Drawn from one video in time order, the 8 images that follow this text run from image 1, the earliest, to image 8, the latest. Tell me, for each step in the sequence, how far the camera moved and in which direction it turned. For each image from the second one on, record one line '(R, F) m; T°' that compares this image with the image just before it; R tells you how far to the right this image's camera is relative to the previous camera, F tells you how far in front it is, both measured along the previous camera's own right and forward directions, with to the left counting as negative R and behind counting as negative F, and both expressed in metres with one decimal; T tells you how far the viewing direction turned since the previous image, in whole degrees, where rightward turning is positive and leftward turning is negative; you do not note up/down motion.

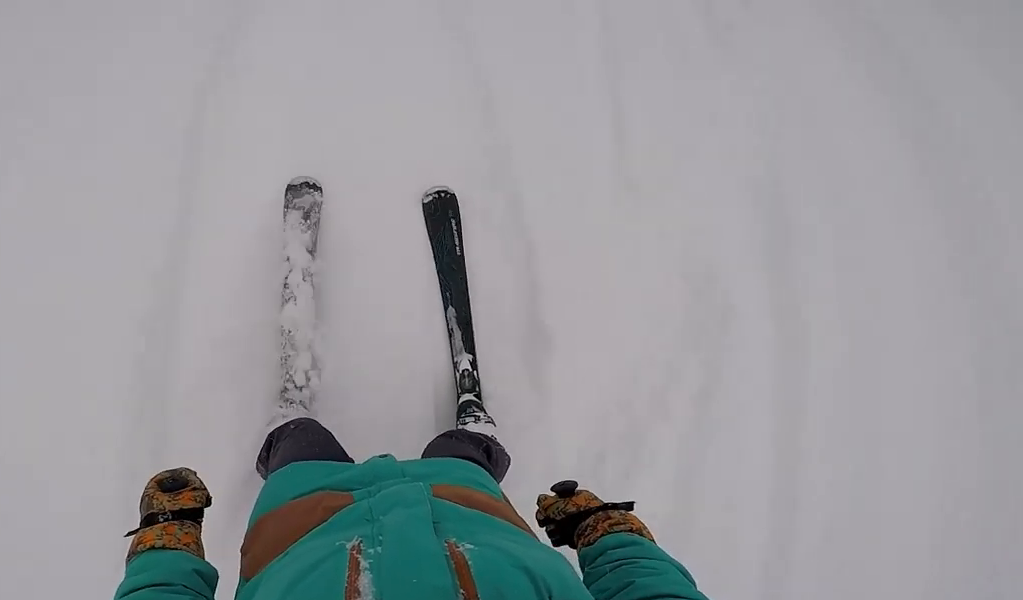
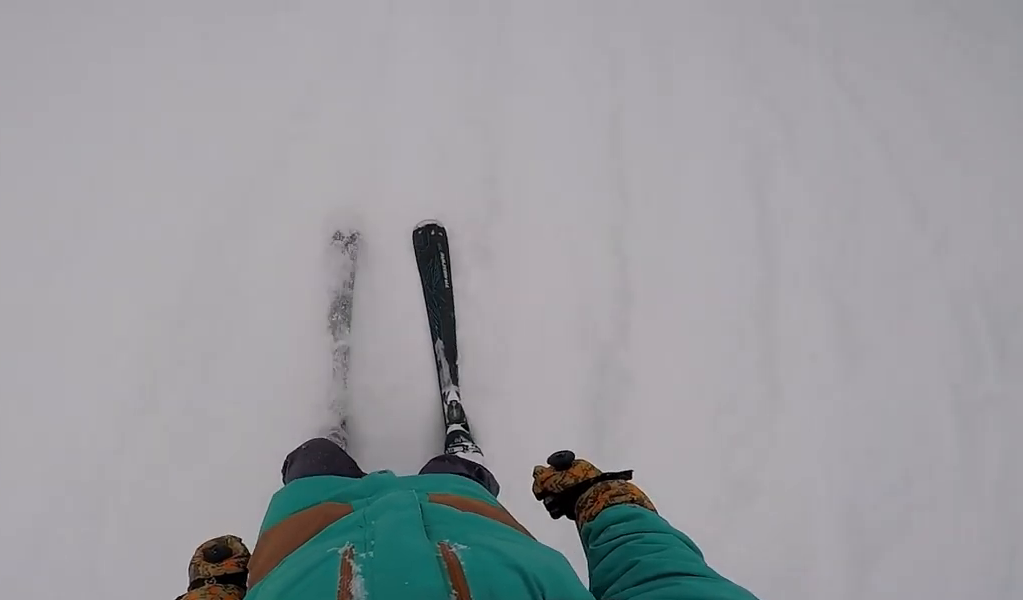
(-1.1, +6.7) m; -4°
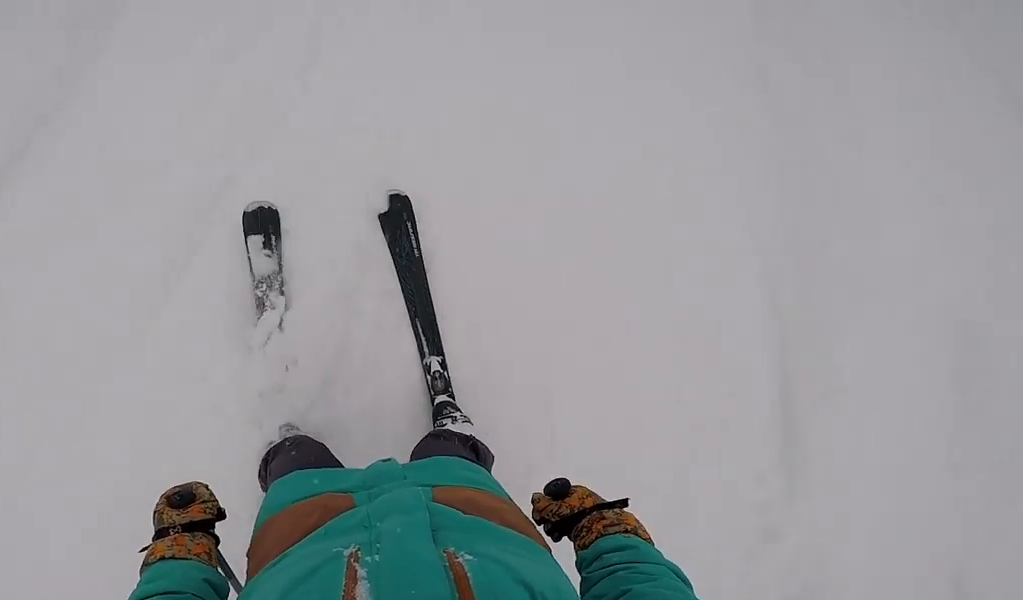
(+0.4, +6.5) m; +10°
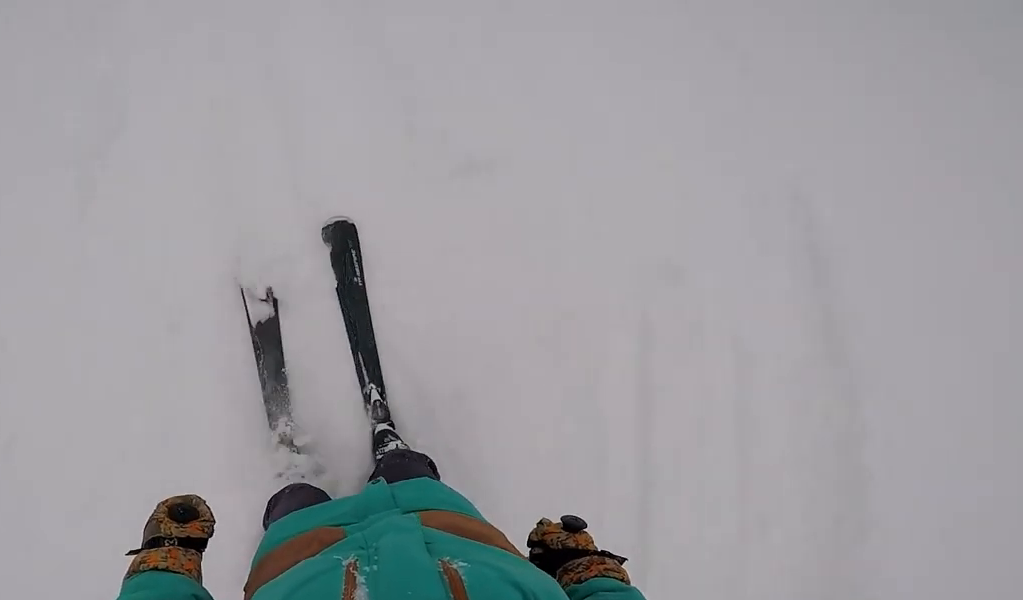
(+1.0, +4.9) m; 0°
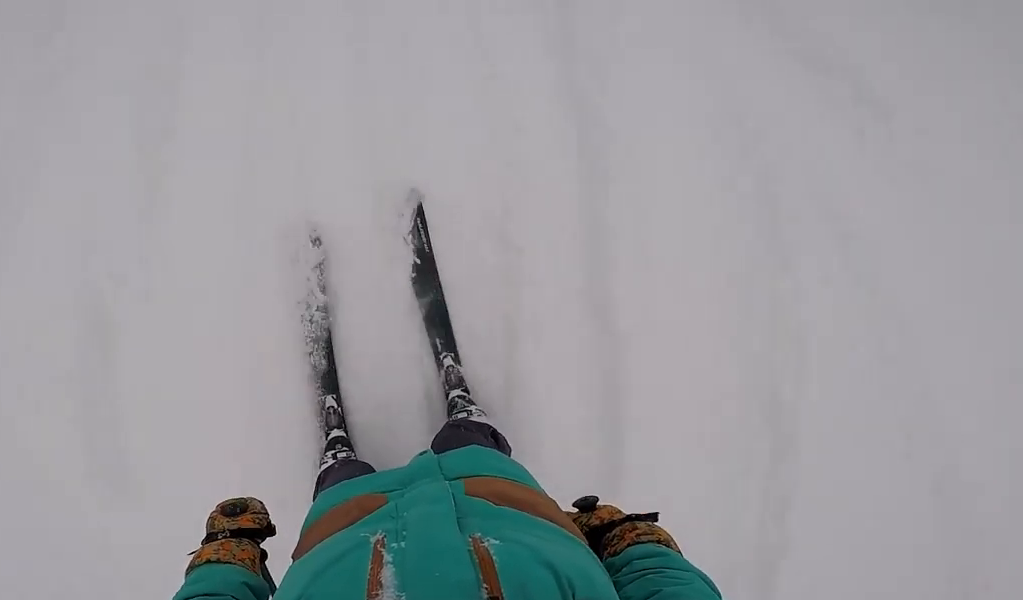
(-0.9, +5.7) m; -1°
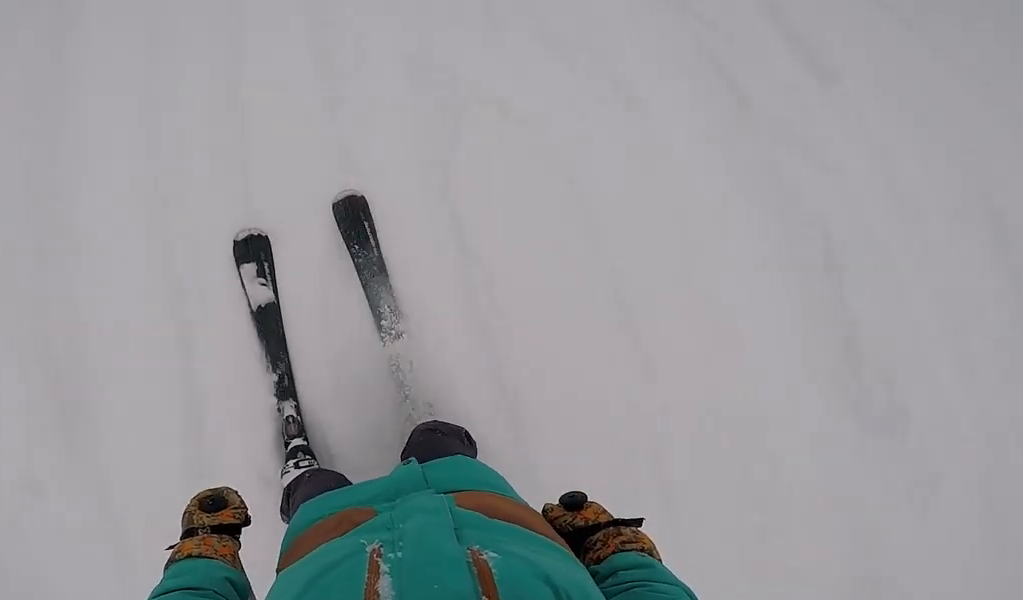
(0.0, +3.6) m; +3°
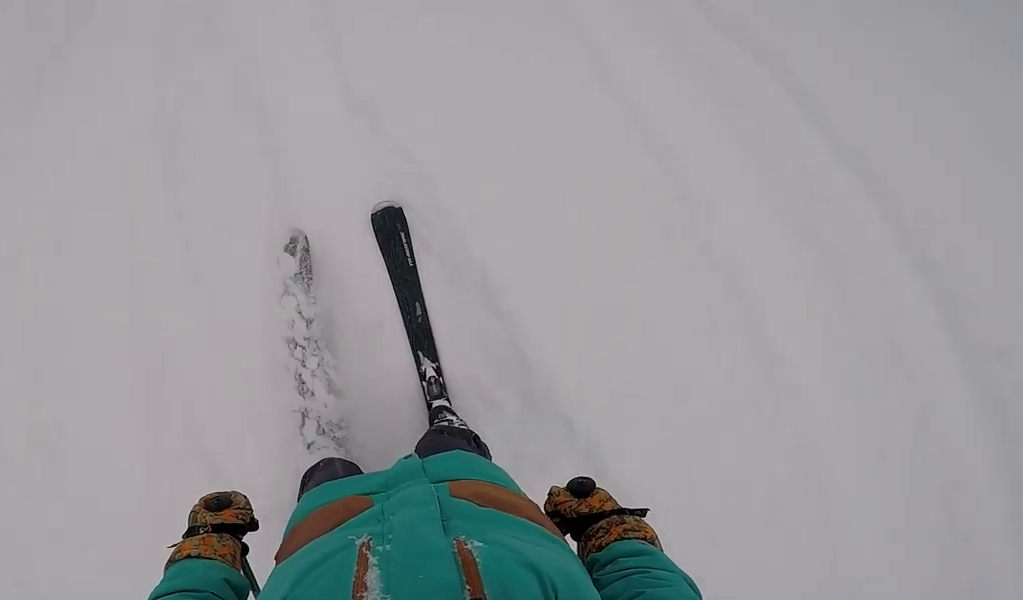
(+1.2, +8.1) m; +15°
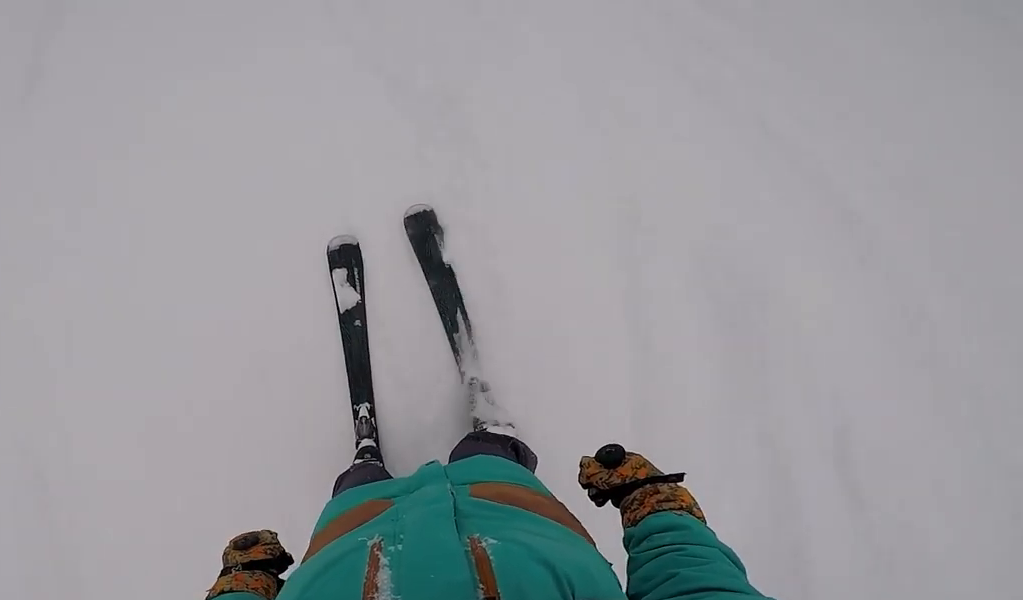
(+1.5, +15.0) m; -2°
